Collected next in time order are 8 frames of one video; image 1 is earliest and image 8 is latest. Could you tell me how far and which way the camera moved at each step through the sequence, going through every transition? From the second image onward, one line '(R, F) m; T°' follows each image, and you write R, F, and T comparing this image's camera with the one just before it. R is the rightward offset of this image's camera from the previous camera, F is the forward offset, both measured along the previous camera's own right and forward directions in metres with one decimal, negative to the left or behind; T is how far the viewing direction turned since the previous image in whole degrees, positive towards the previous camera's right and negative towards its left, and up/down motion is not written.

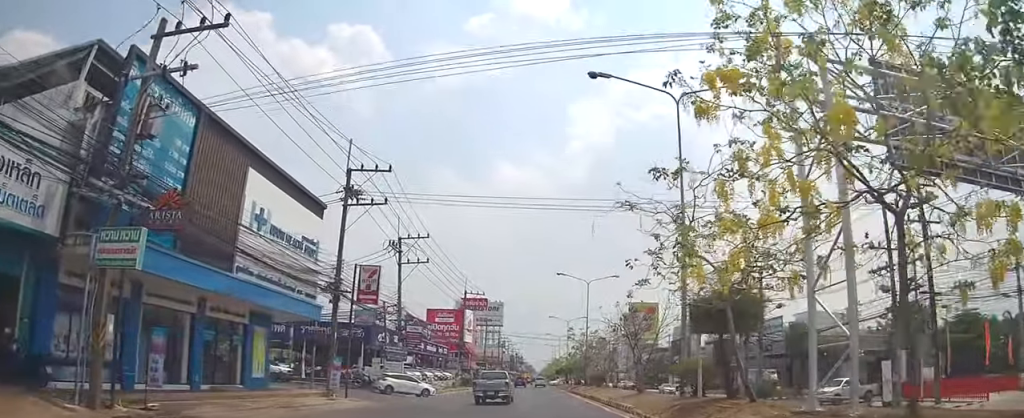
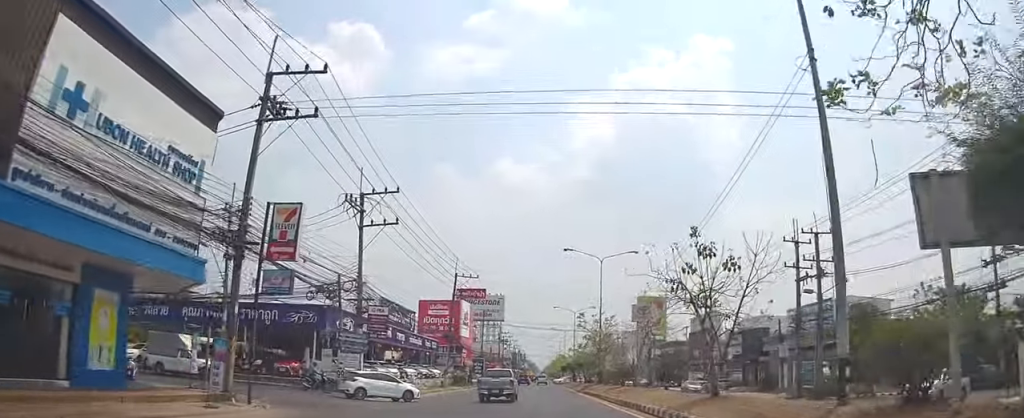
(+0.2, +11.0) m; 0°
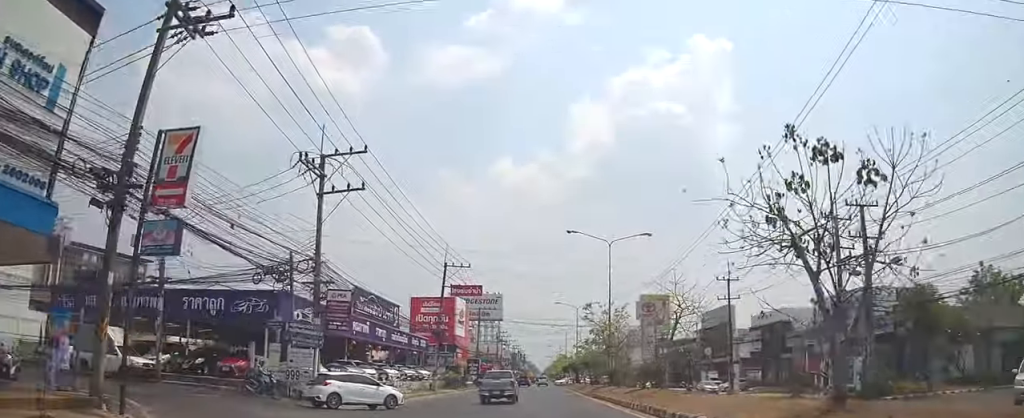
(-0.4, +7.0) m; 0°
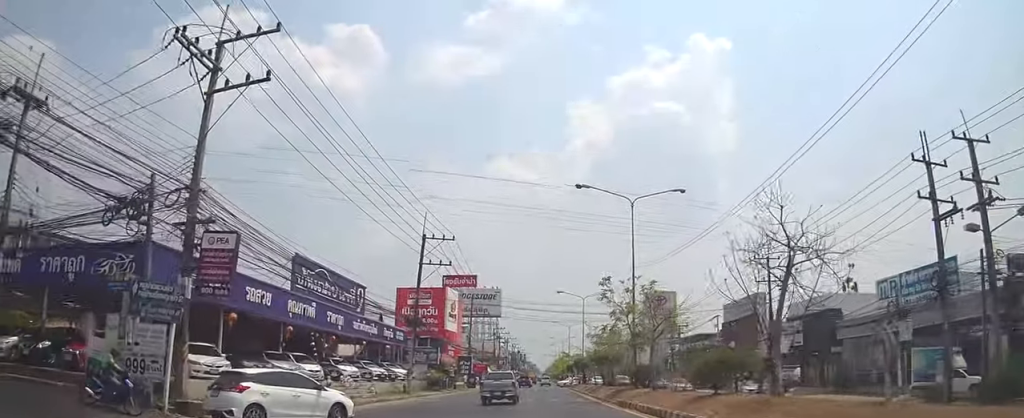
(+0.3, +11.5) m; 0°
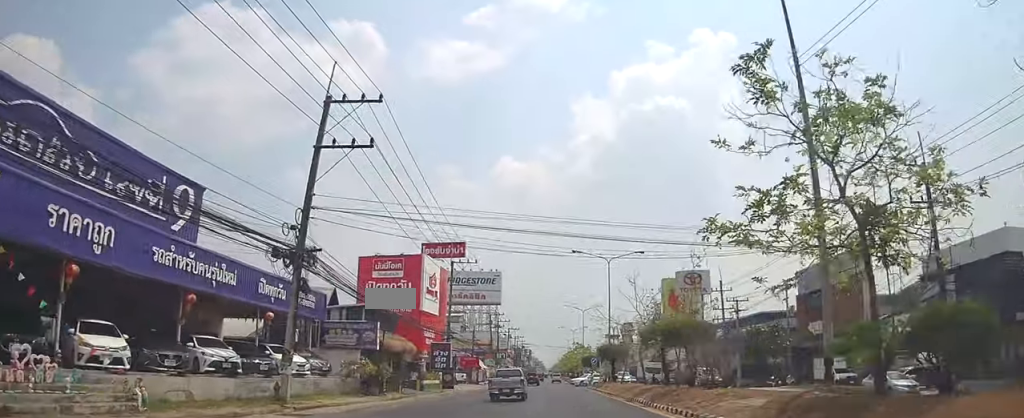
(-0.4, +23.7) m; -1°
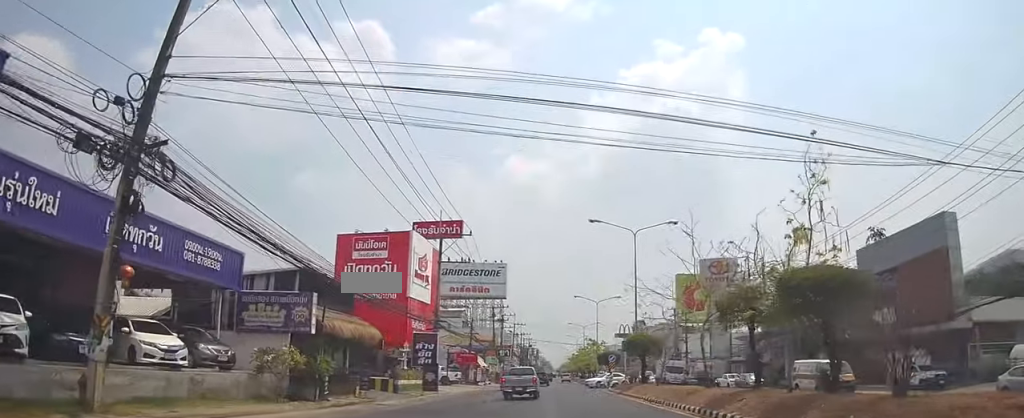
(+0.4, +11.0) m; 0°
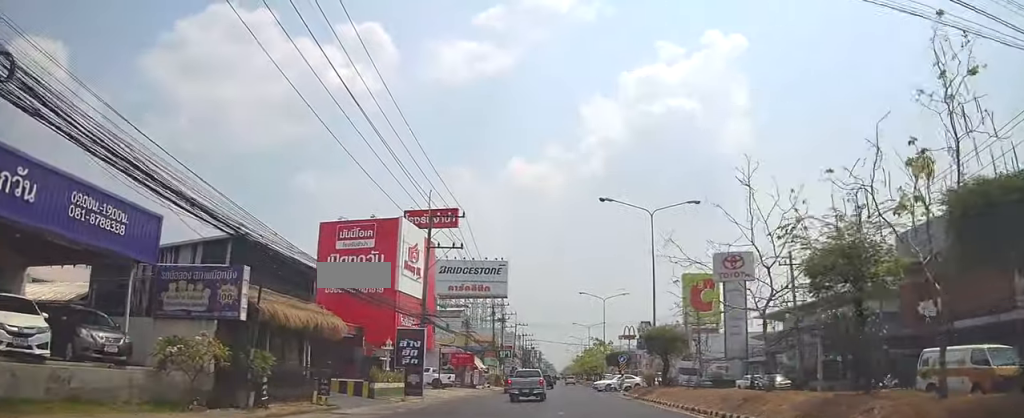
(-0.3, +6.1) m; -2°
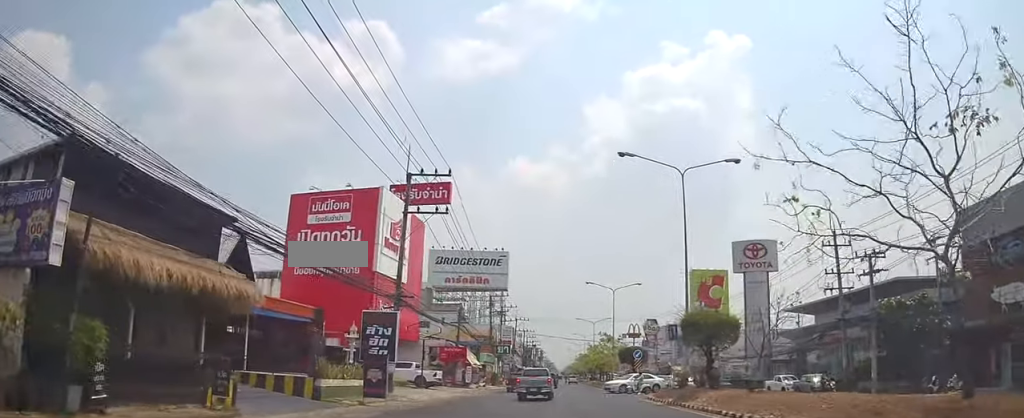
(-0.2, +8.0) m; -1°
